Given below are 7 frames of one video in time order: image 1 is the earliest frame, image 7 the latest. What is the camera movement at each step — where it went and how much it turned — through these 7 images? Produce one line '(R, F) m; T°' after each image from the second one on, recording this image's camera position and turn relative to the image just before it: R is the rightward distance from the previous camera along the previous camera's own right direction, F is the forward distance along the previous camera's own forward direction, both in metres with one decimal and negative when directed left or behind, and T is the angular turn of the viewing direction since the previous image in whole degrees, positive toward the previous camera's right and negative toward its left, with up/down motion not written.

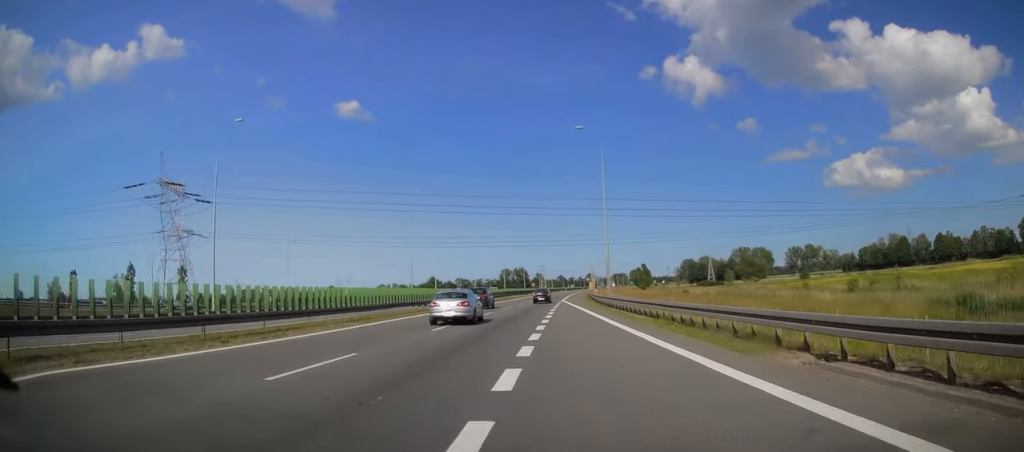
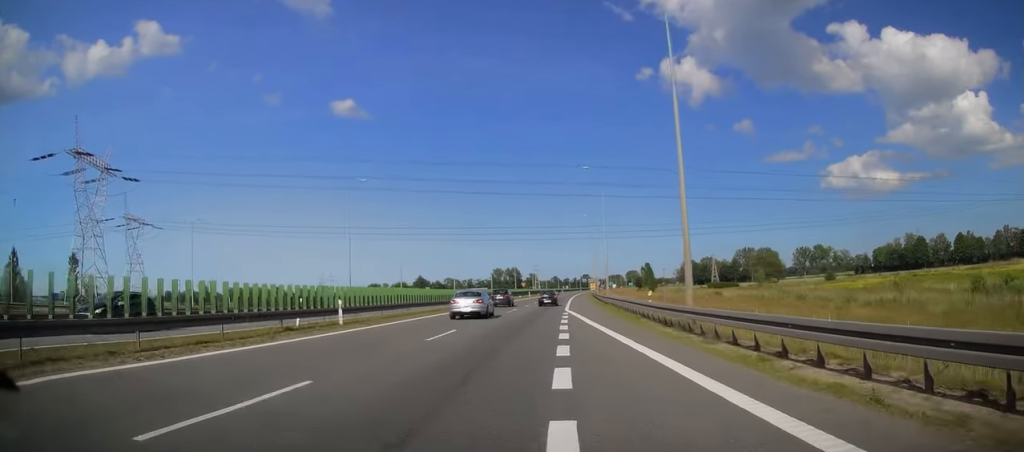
(-0.3, +28.7) m; 0°
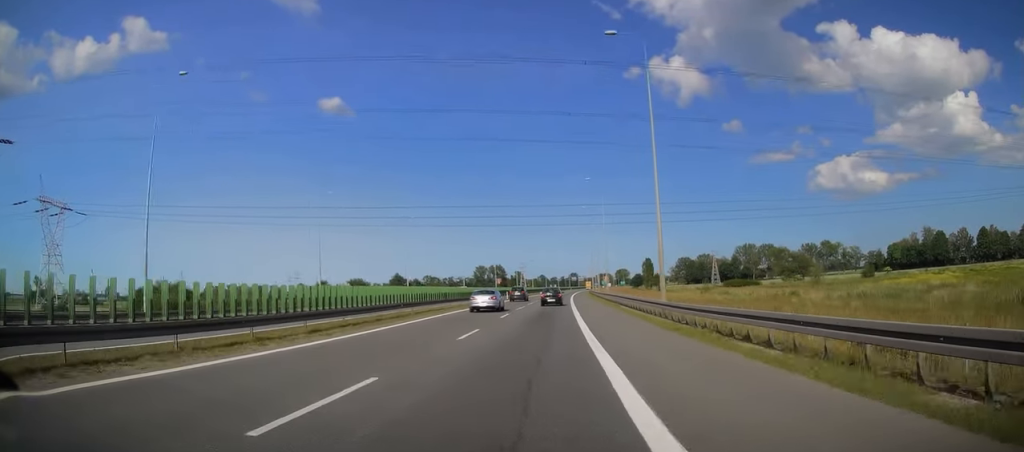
(+0.6, +35.9) m; +2°
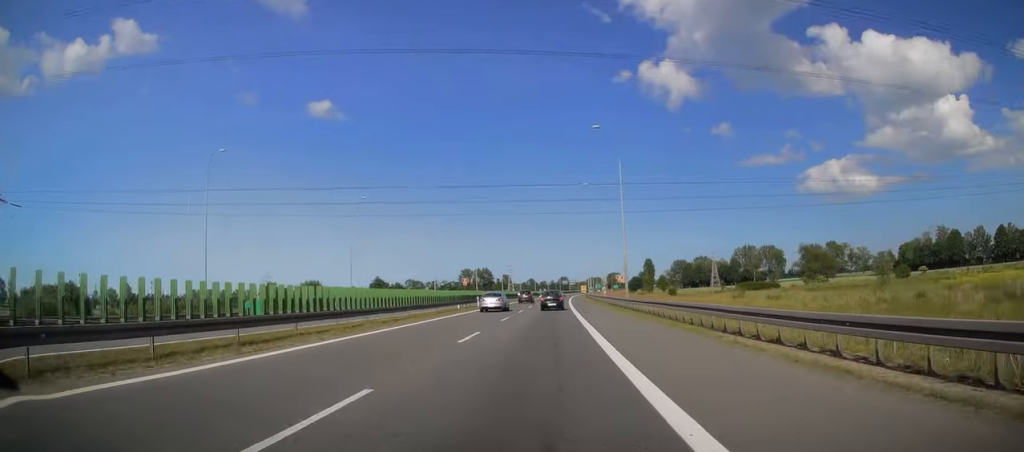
(+0.2, +25.7) m; +1°
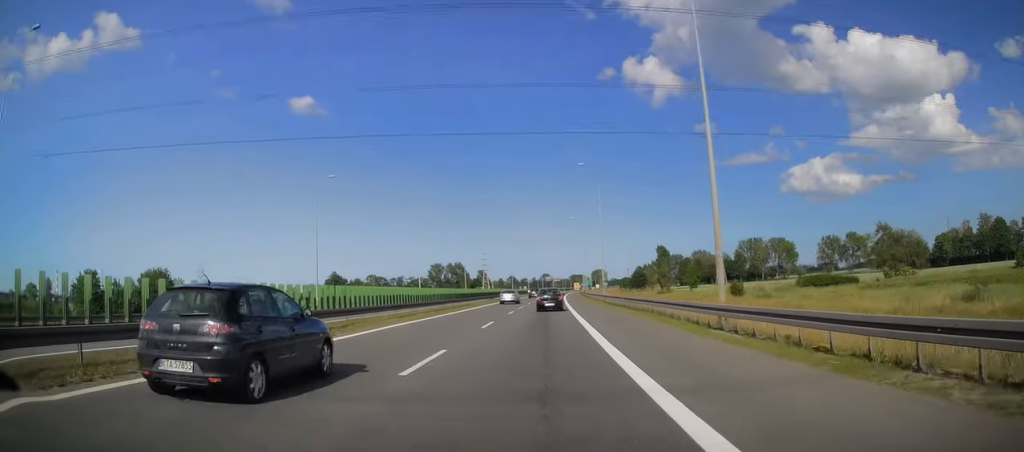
(+0.4, +55.0) m; +2°
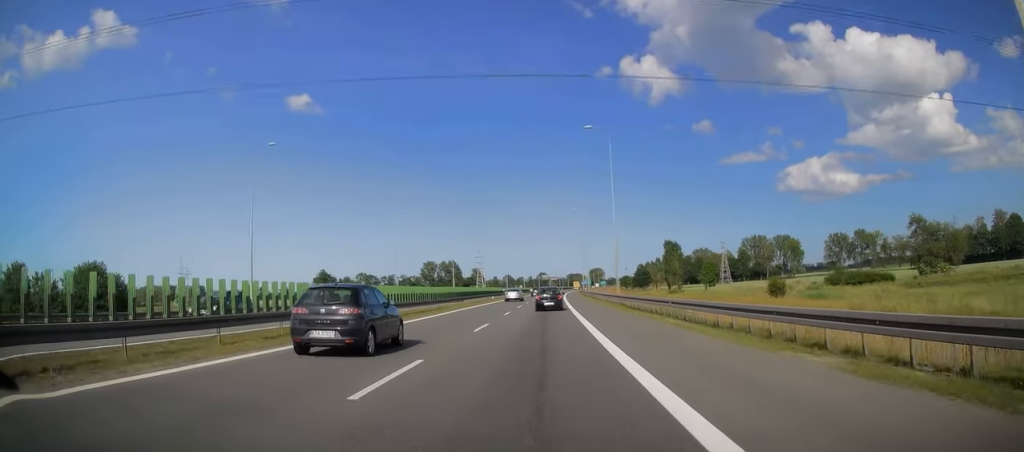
(+0.3, +14.7) m; 0°
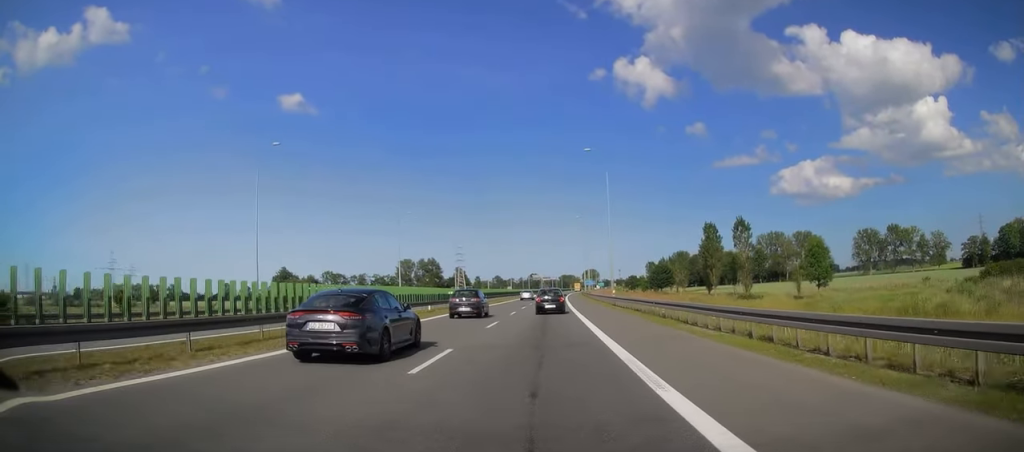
(+0.2, +46.4) m; 0°
